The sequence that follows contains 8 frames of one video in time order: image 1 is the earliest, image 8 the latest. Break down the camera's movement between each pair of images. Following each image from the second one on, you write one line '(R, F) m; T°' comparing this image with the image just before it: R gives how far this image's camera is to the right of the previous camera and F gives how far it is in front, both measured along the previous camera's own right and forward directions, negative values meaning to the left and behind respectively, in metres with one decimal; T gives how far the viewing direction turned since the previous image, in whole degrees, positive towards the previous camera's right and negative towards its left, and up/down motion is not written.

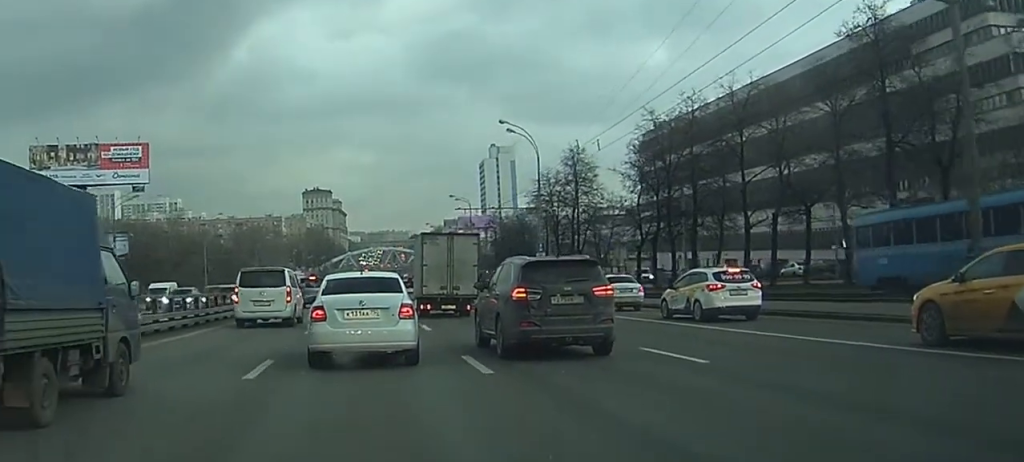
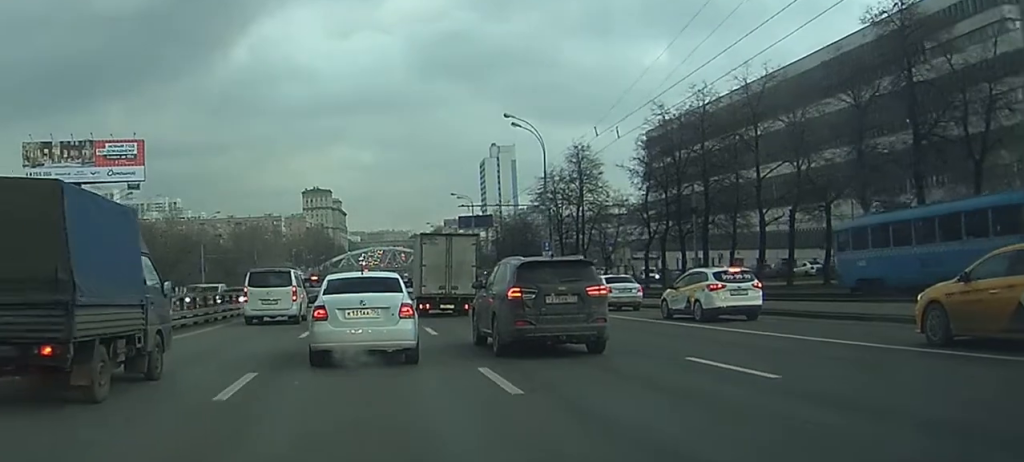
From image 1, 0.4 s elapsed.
(0.0, +2.4) m; 0°
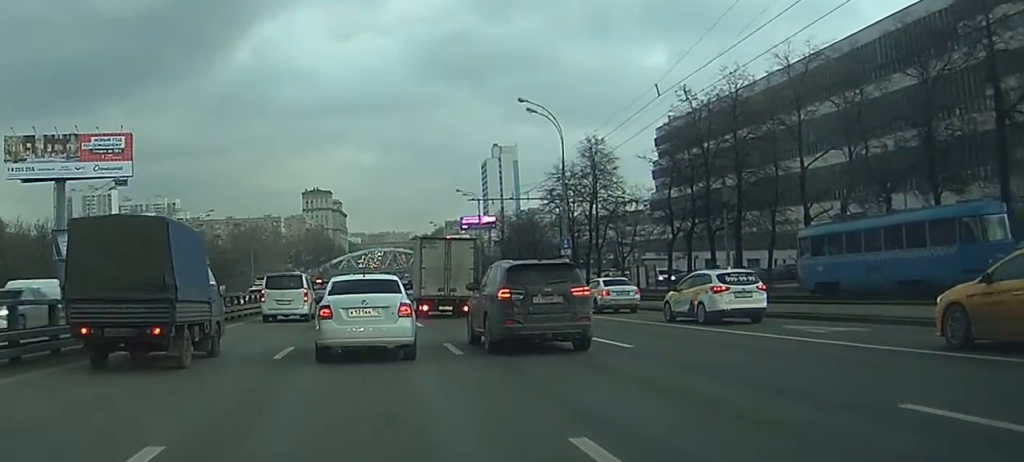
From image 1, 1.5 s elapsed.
(0.0, +6.1) m; +1°
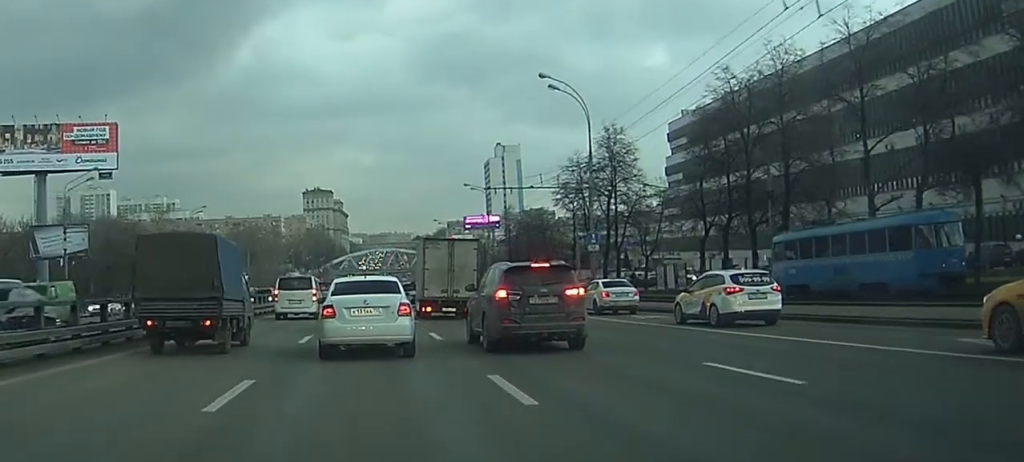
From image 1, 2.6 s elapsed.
(+0.1, +6.7) m; 0°
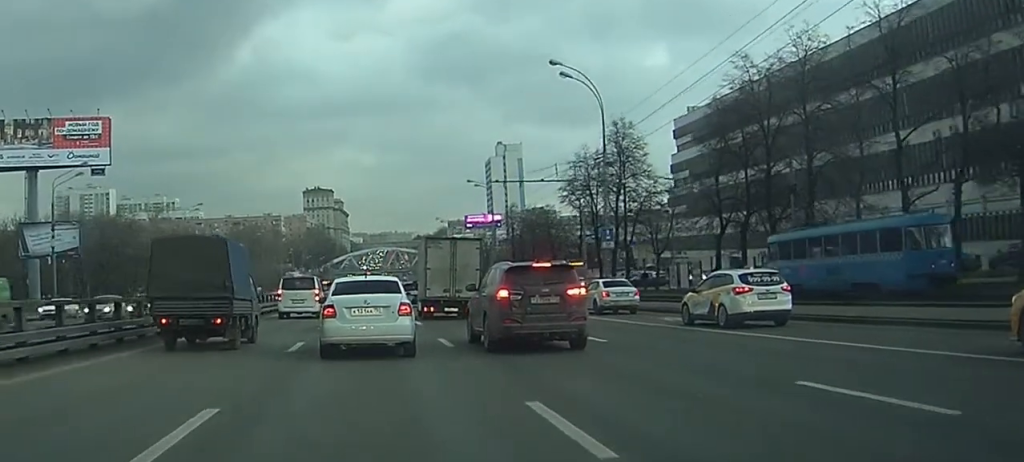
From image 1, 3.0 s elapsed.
(0.0, +2.8) m; 0°
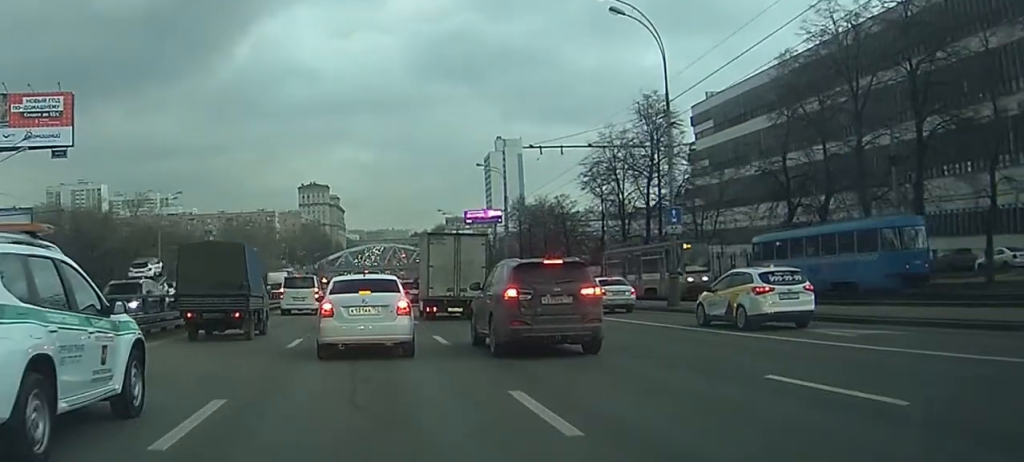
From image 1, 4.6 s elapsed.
(0.0, +10.4) m; 0°
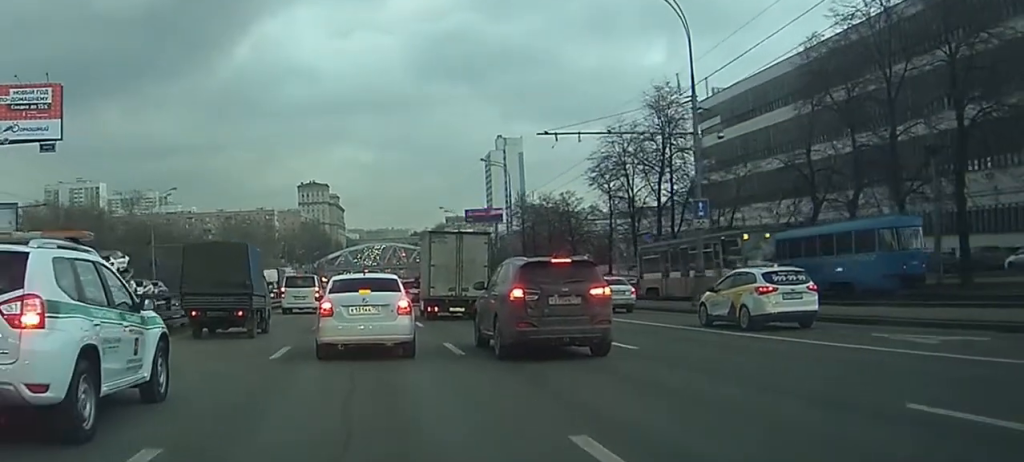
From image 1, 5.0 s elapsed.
(0.0, +3.0) m; -1°
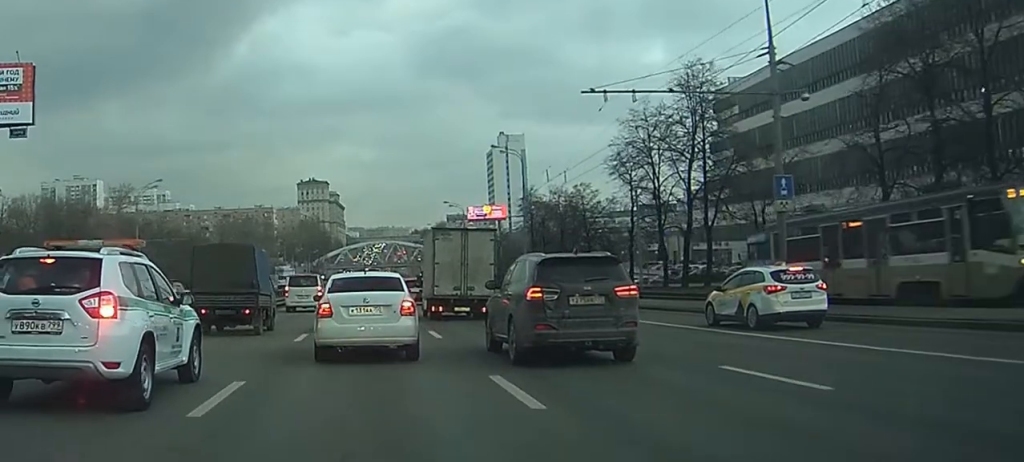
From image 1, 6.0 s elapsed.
(-0.1, +6.8) m; -1°
